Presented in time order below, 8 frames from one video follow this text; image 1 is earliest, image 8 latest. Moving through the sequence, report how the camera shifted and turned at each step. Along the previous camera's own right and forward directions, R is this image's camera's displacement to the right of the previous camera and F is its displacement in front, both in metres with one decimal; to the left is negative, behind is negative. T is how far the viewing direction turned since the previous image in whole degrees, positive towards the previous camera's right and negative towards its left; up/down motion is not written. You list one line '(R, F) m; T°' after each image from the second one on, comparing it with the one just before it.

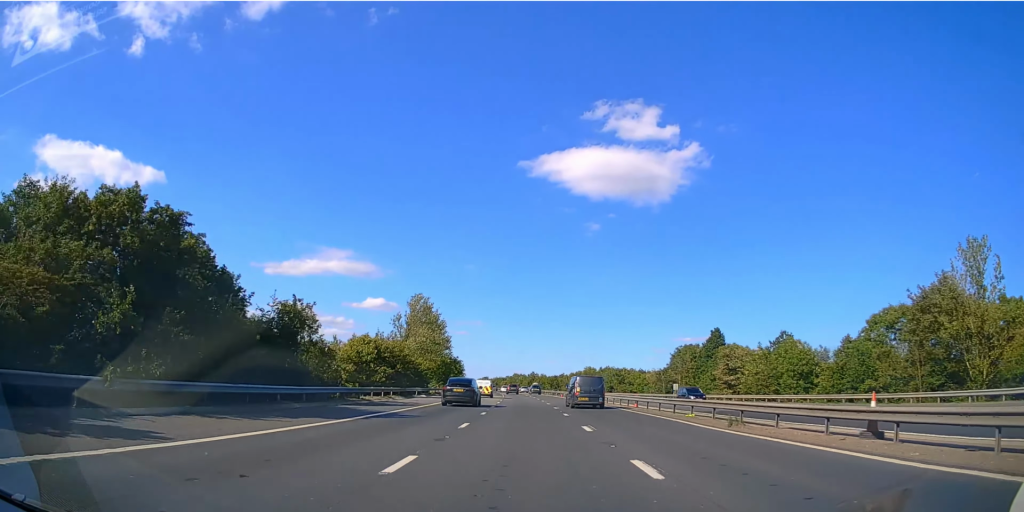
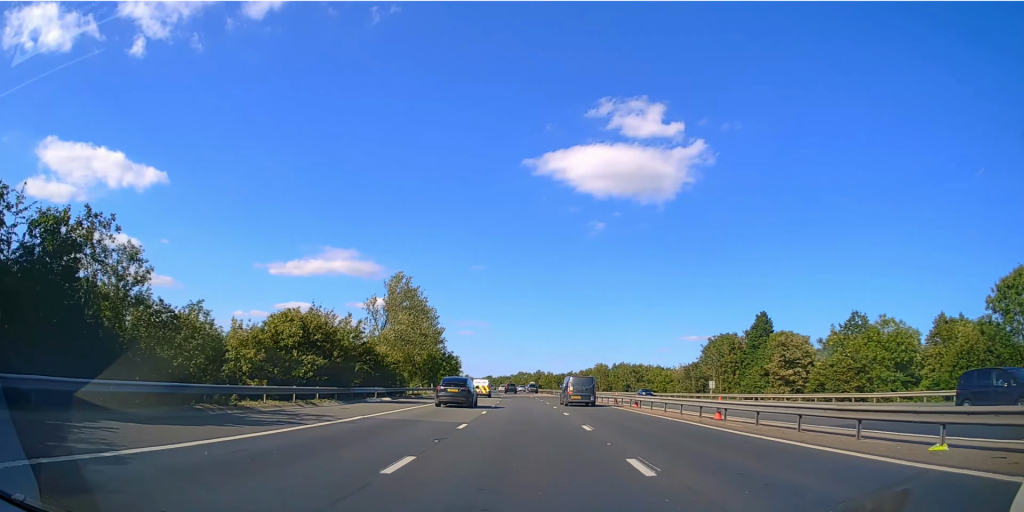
(-0.3, +17.7) m; -1°
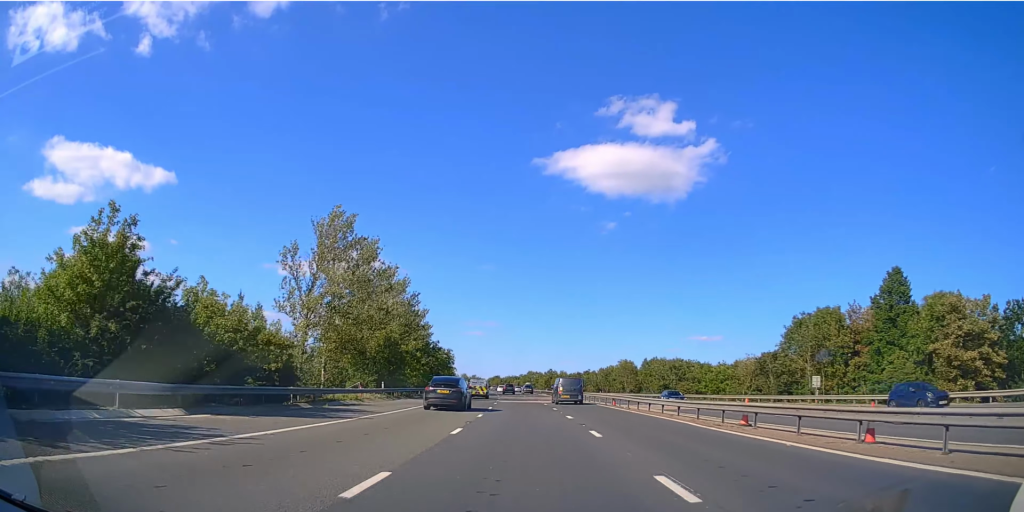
(-0.1, +29.1) m; 0°
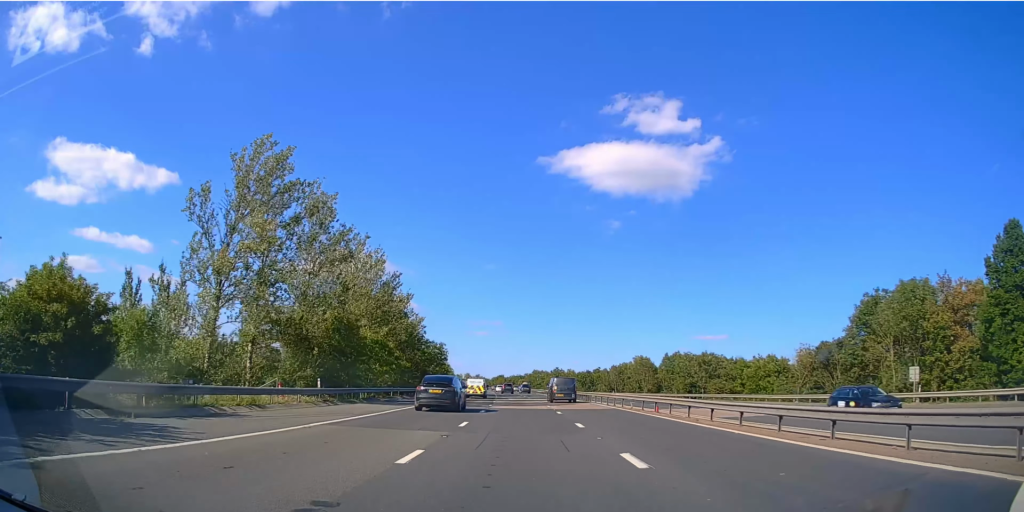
(0.0, +15.0) m; -1°
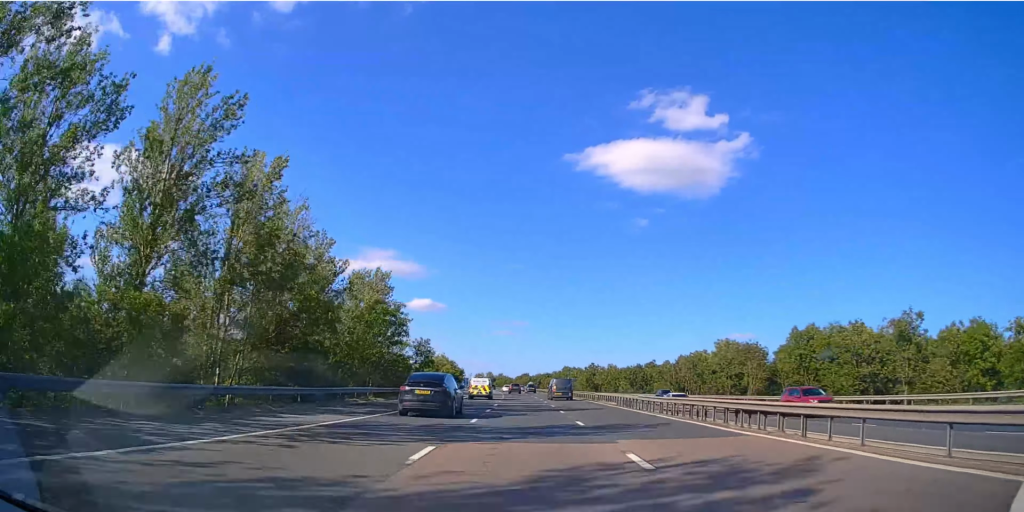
(-0.9, +45.1) m; -2°
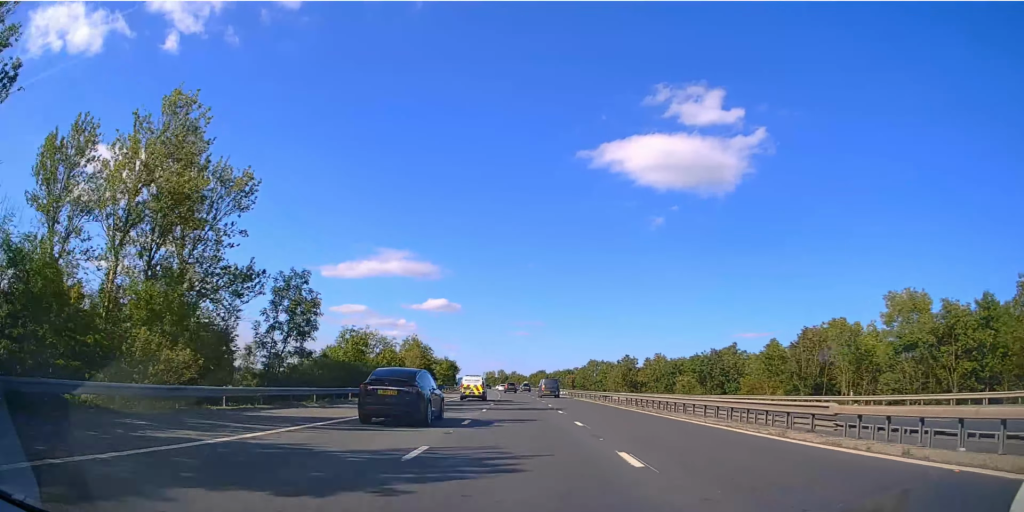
(-0.8, +46.2) m; -2°
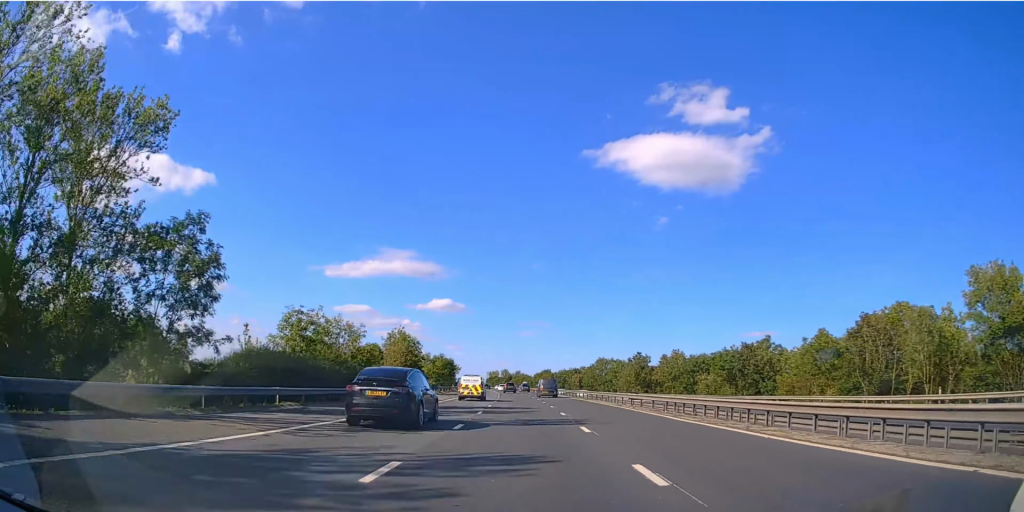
(0.0, +11.4) m; 0°
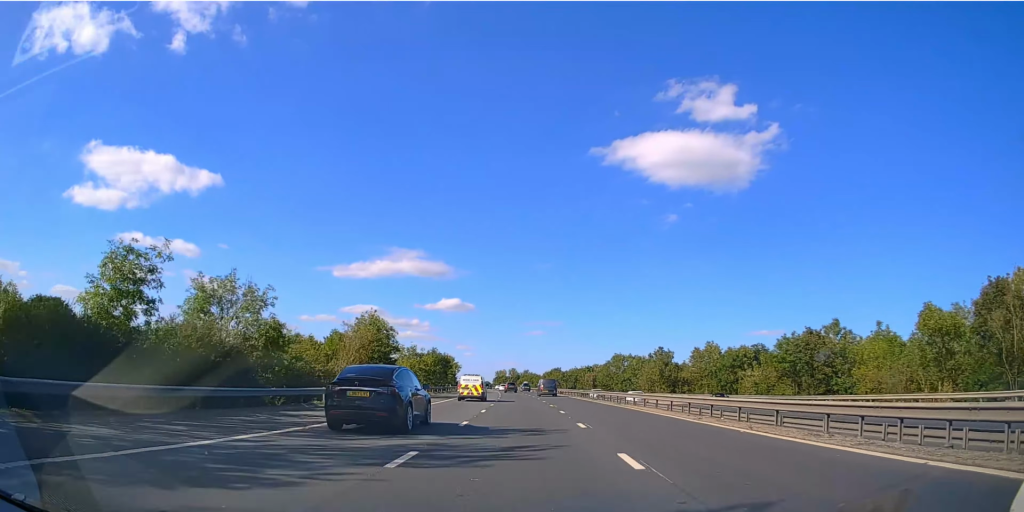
(0.0, +15.8) m; 0°
